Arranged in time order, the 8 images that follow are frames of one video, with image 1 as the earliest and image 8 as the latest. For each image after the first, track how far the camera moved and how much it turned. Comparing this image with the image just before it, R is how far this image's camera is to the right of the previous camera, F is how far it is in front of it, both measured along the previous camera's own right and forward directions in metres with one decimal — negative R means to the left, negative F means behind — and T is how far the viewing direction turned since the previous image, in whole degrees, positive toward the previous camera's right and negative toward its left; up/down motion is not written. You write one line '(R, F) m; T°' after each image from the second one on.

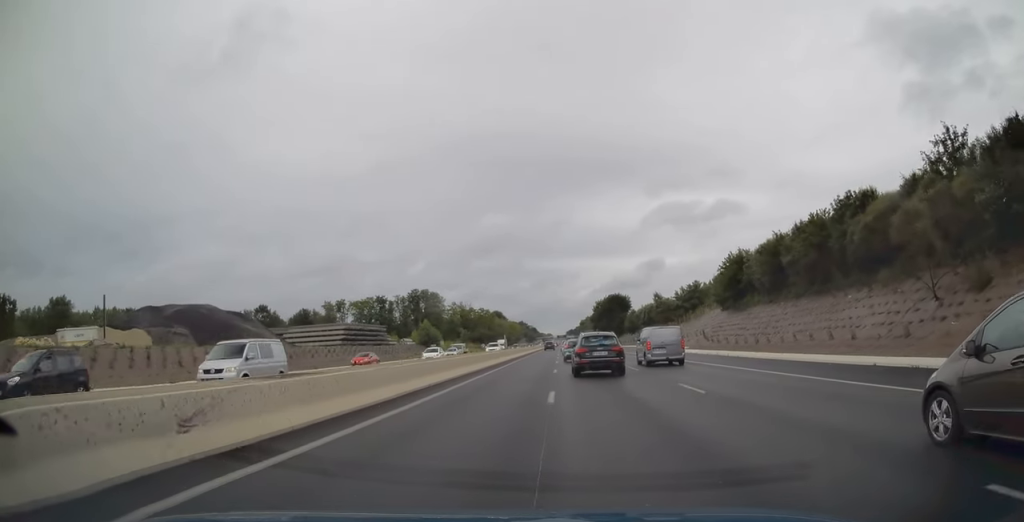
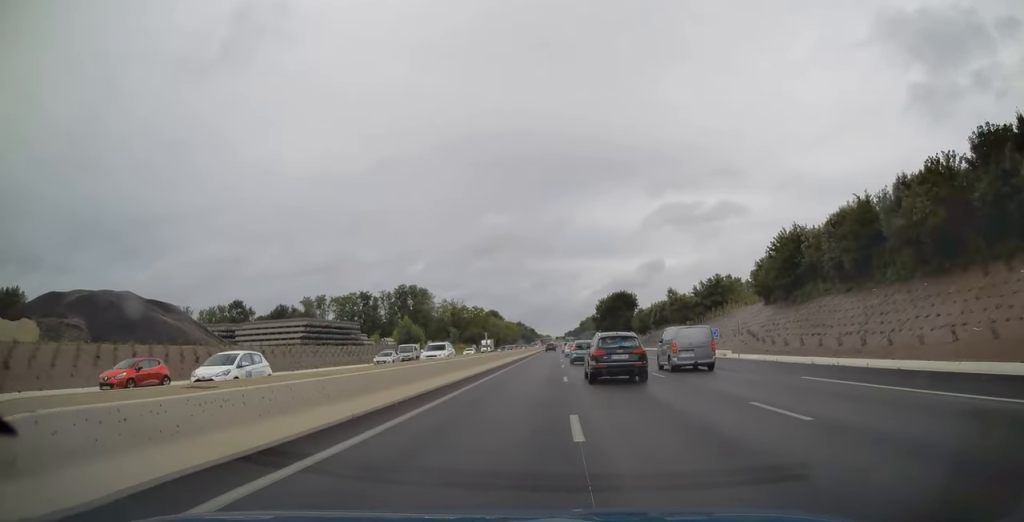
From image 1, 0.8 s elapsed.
(-0.2, +17.2) m; -1°
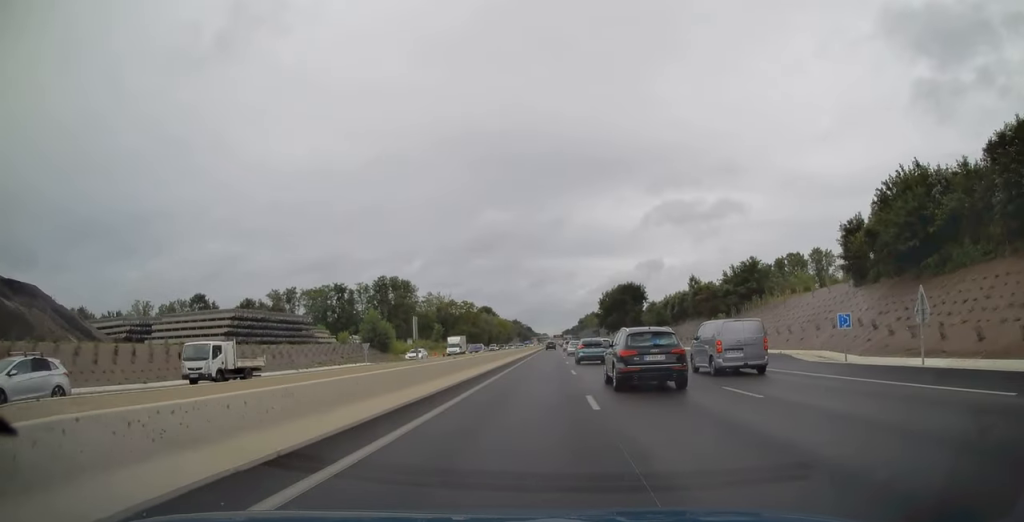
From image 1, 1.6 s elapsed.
(-0.1, +21.6) m; 0°
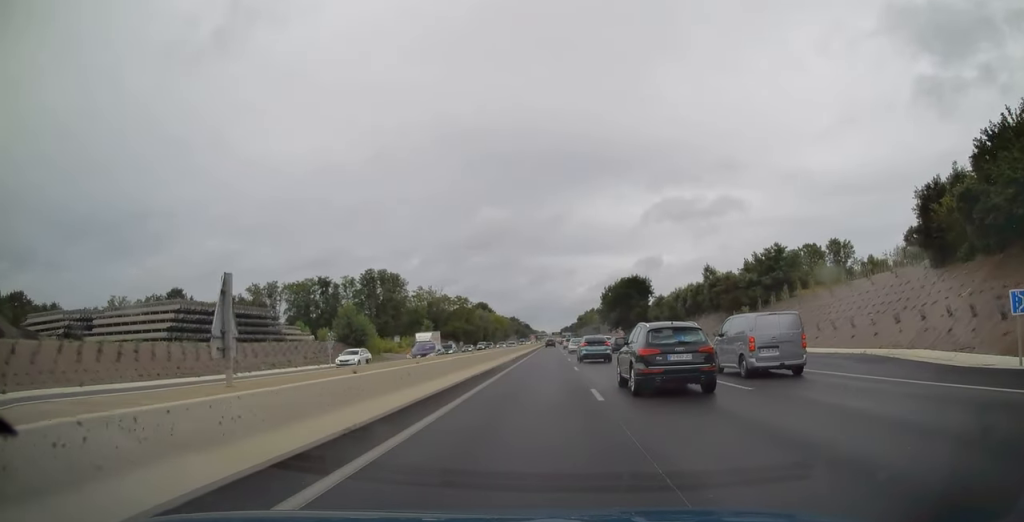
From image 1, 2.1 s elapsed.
(0.0, +11.6) m; 0°
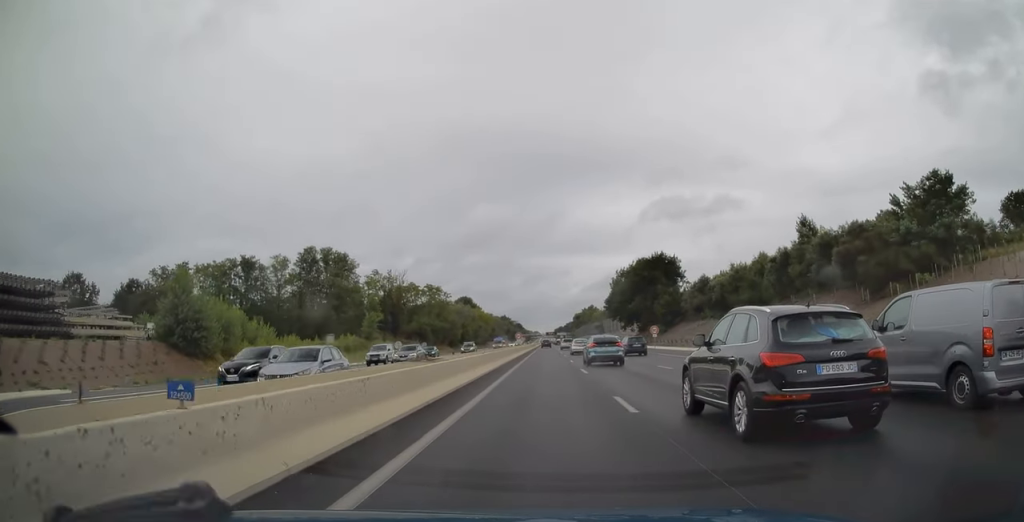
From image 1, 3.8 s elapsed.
(+0.4, +41.3) m; +2°
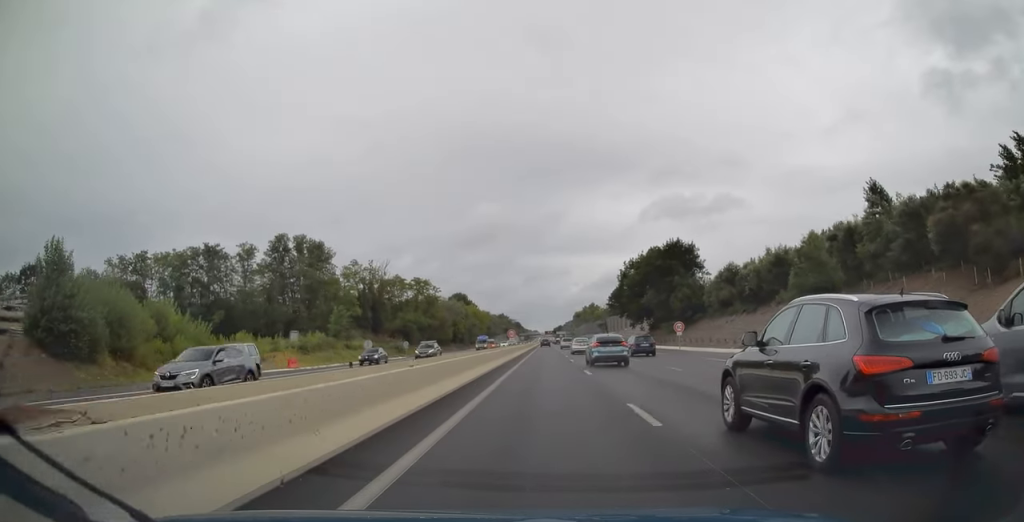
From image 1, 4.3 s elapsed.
(+0.2, +14.9) m; 0°
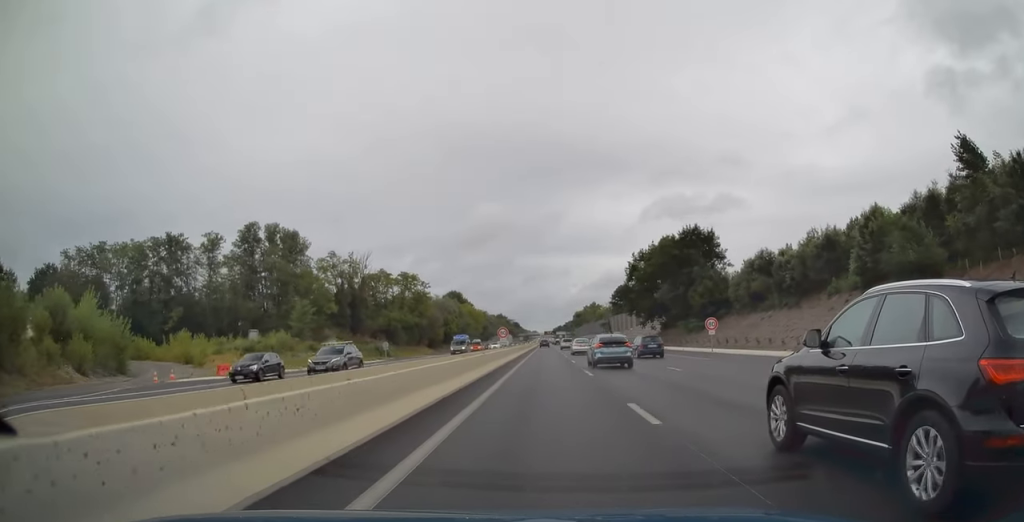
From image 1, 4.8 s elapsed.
(+0.2, +12.7) m; 0°
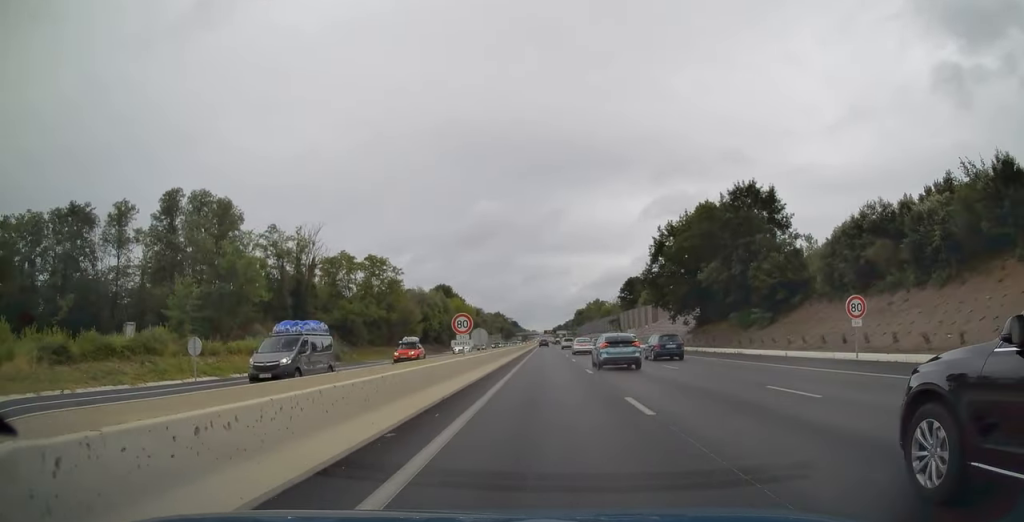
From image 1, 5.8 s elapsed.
(-0.3, +25.1) m; -1°
